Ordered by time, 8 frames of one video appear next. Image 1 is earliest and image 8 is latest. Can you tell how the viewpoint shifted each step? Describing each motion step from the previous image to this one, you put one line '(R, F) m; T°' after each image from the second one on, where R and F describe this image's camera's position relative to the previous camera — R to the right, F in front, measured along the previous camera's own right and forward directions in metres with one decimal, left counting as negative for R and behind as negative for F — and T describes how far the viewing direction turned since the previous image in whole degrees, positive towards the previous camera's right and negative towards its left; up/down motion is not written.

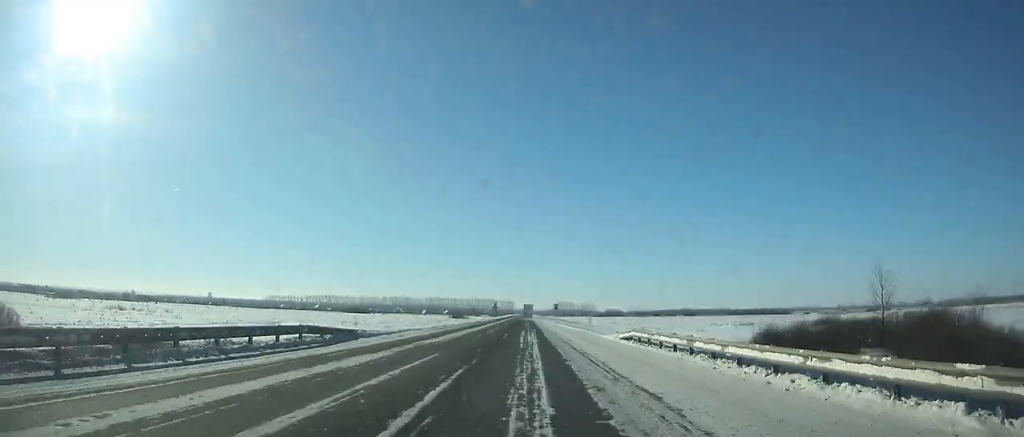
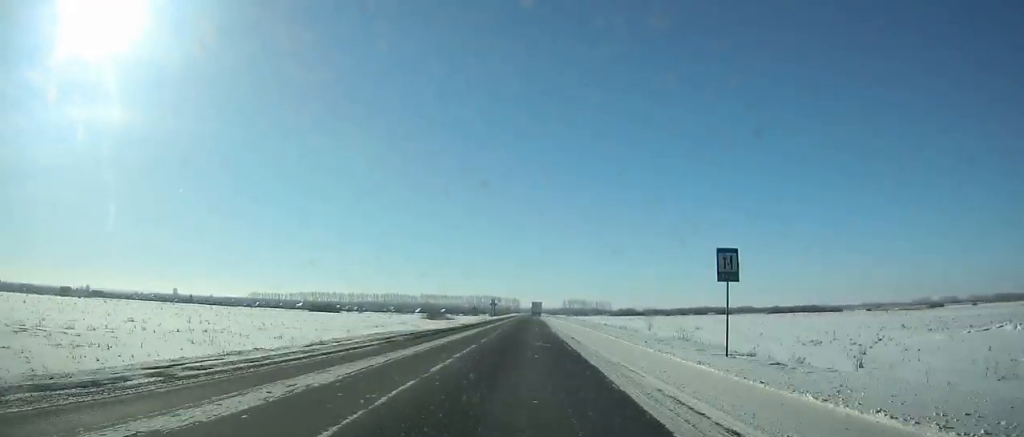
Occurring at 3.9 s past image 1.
(-0.5, +95.1) m; 0°
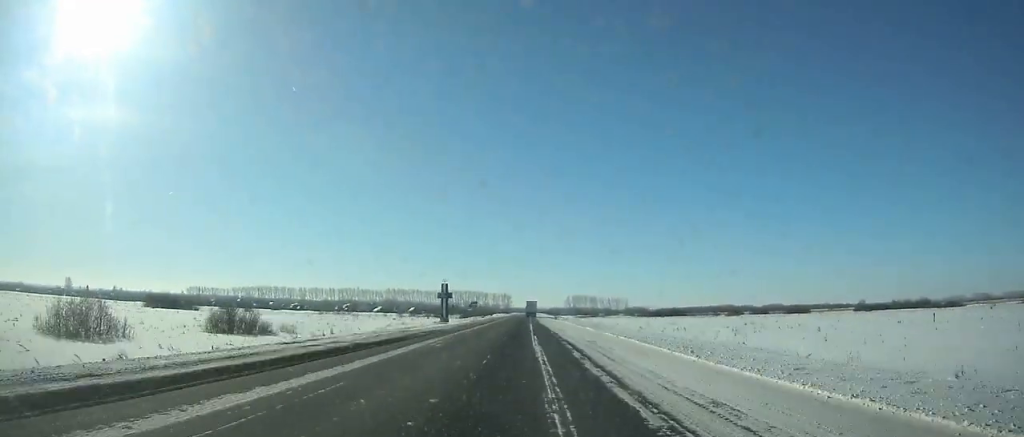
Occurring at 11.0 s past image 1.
(-0.1, +167.7) m; 0°
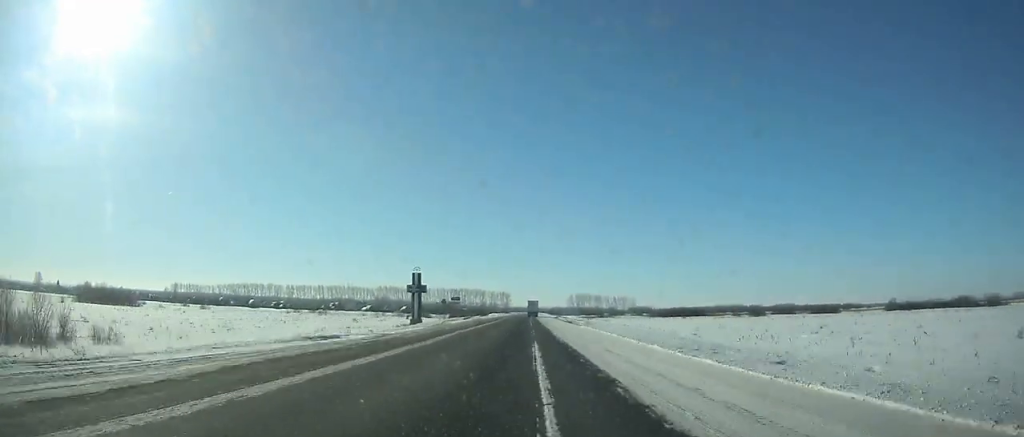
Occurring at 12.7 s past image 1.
(0.0, +39.2) m; 0°
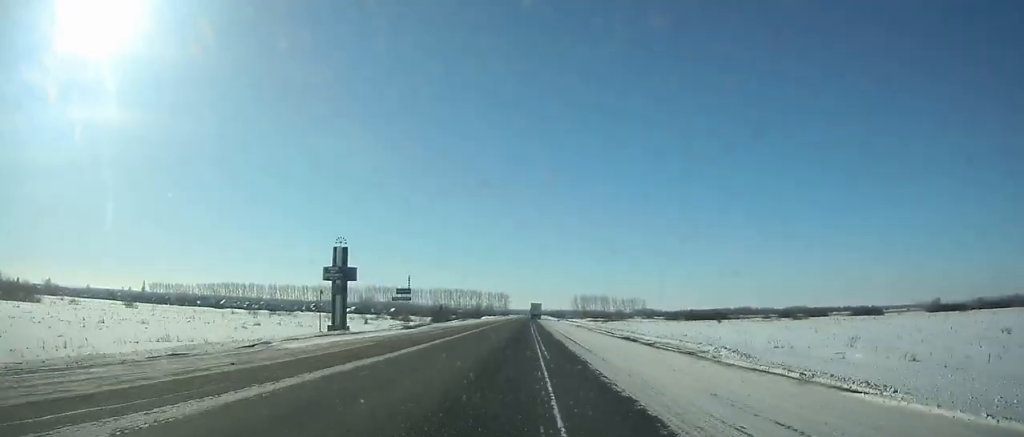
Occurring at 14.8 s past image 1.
(0.0, +47.8) m; 0°
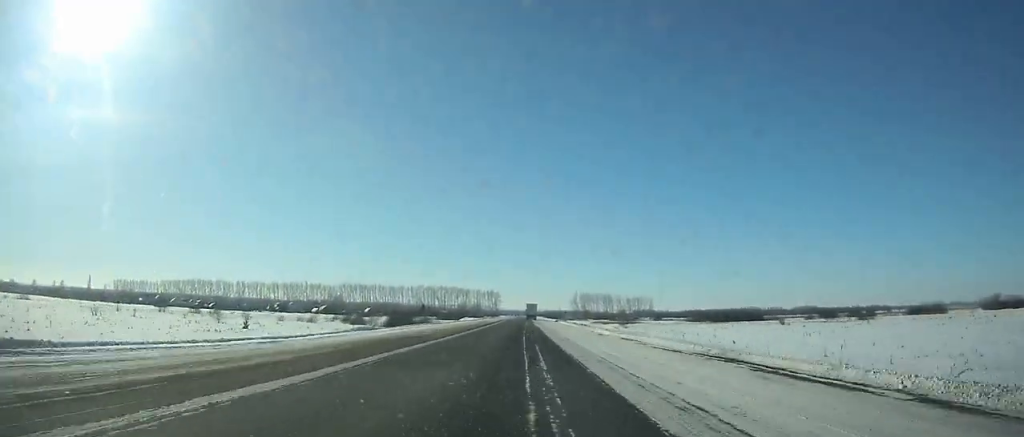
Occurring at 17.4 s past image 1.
(+0.2, +58.6) m; 0°
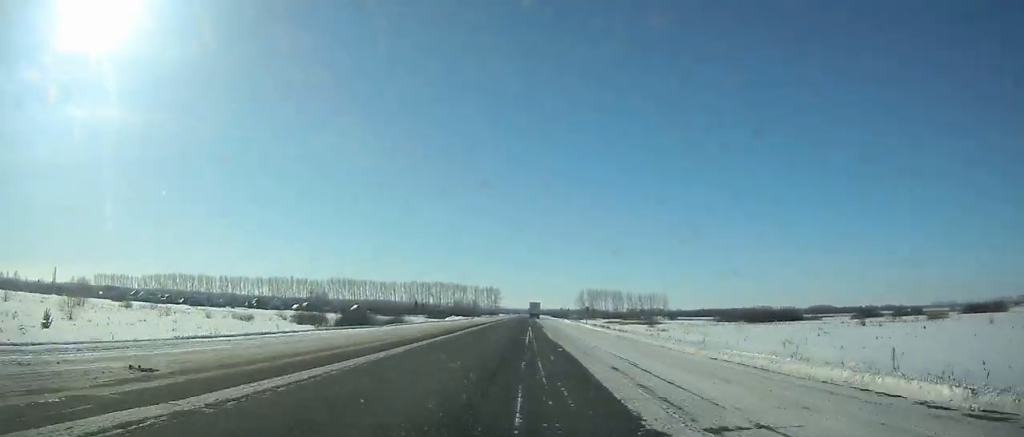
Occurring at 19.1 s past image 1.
(0.0, +38.2) m; 0°
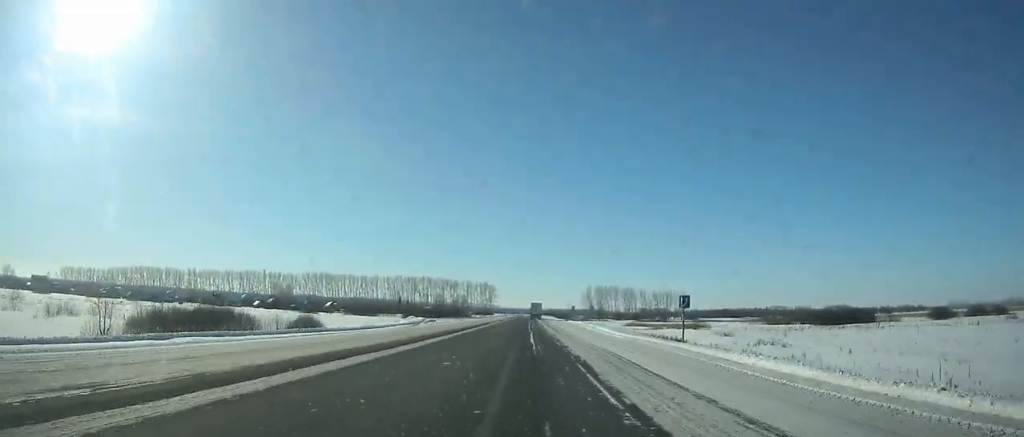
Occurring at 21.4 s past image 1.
(-0.3, +51.4) m; 0°
